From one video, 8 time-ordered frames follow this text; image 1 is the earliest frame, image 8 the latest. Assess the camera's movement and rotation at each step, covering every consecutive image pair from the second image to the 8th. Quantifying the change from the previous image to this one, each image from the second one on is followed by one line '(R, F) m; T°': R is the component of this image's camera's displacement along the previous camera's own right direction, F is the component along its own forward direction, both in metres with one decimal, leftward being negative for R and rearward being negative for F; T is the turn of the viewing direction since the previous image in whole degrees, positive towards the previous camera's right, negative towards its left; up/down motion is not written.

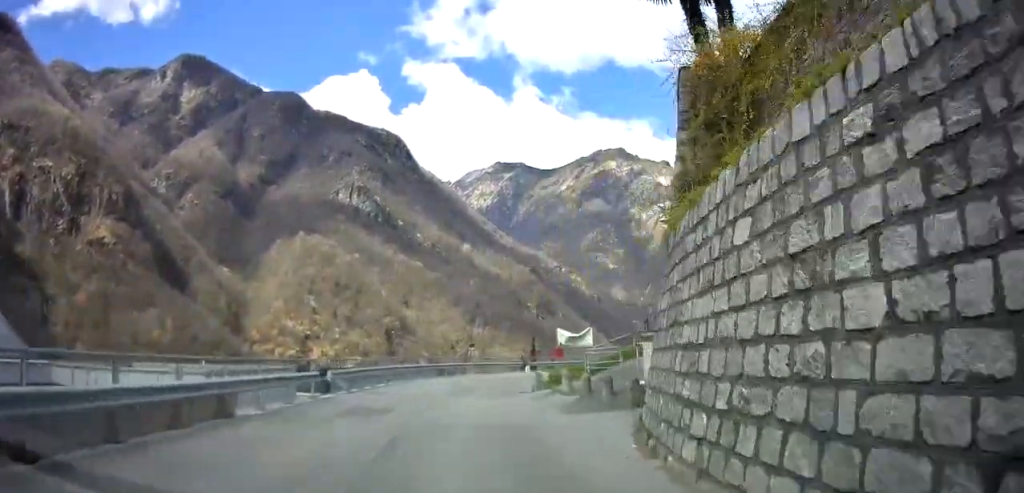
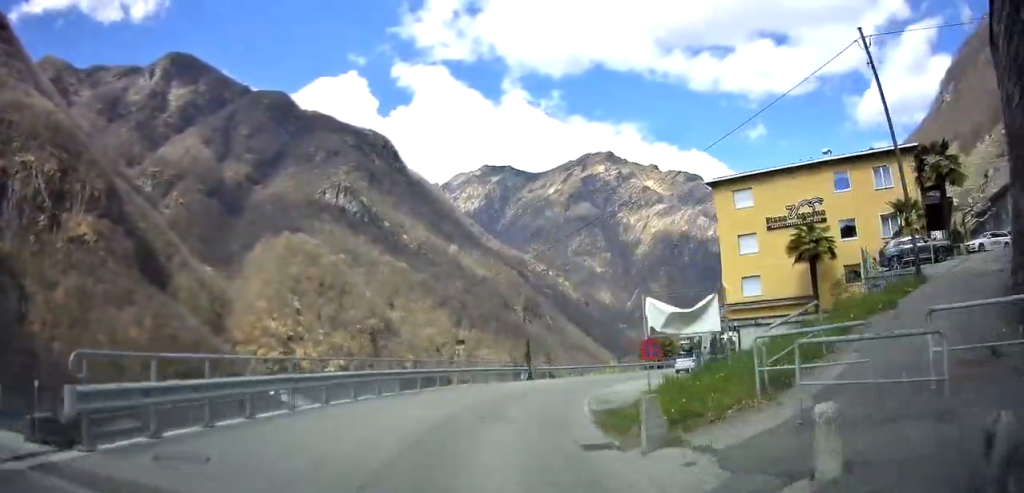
(-0.3, +12.5) m; -1°
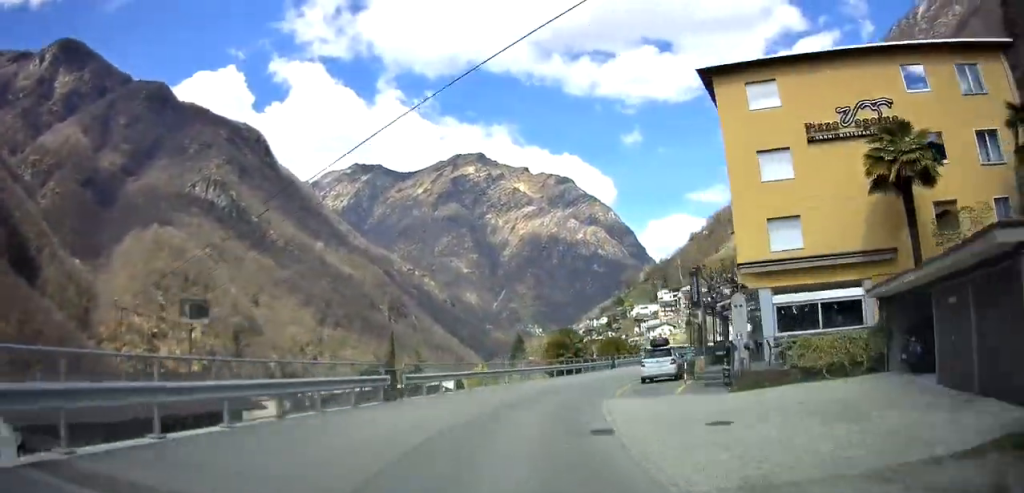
(+0.1, +18.9) m; +7°
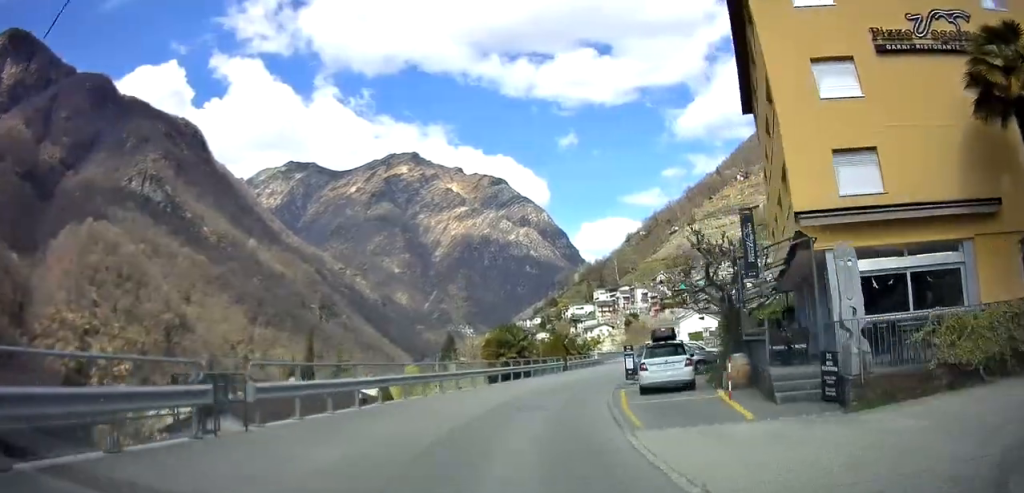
(+0.5, +8.5) m; +5°
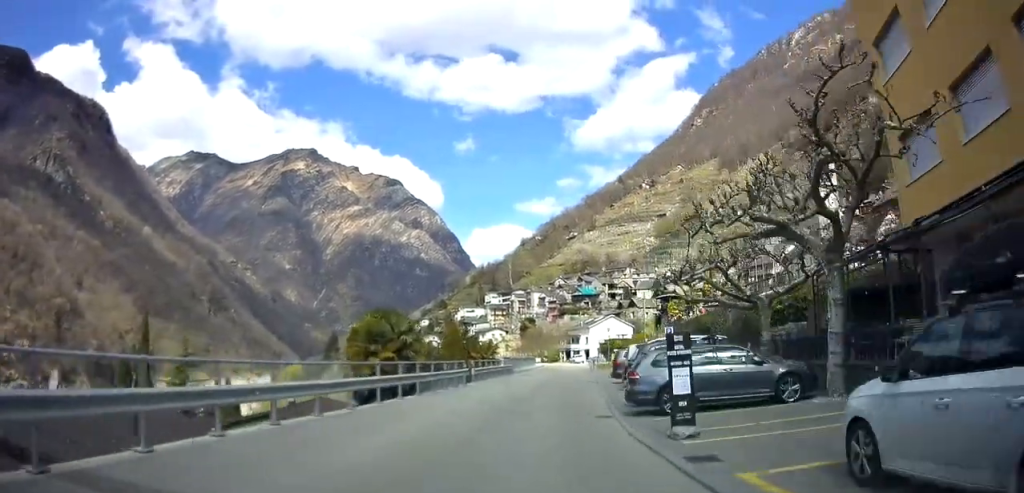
(+1.2, +15.3) m; +8°
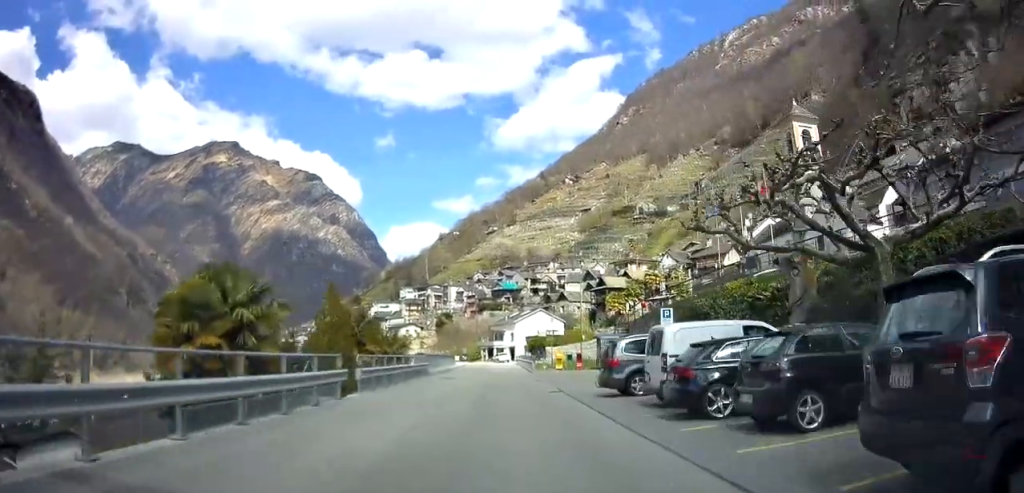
(+0.6, +12.3) m; +7°
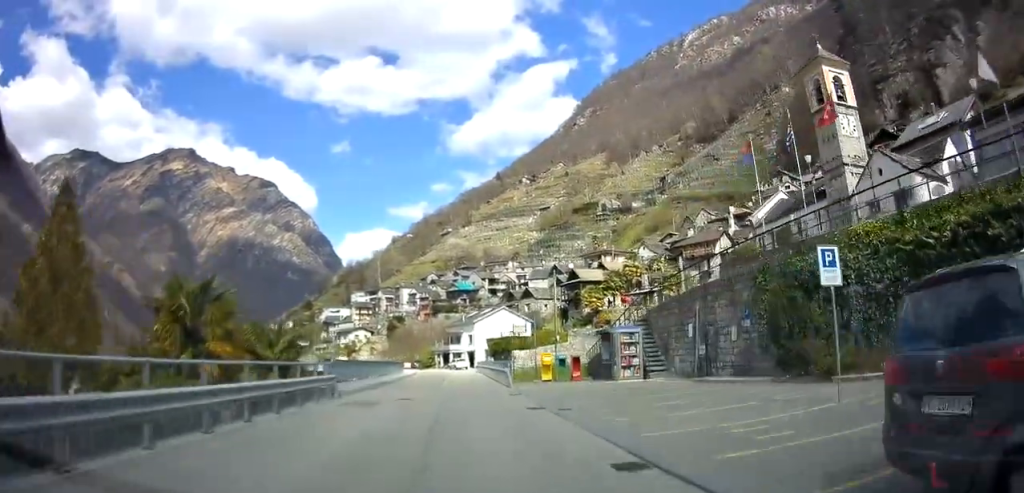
(+1.0, +13.6) m; +5°
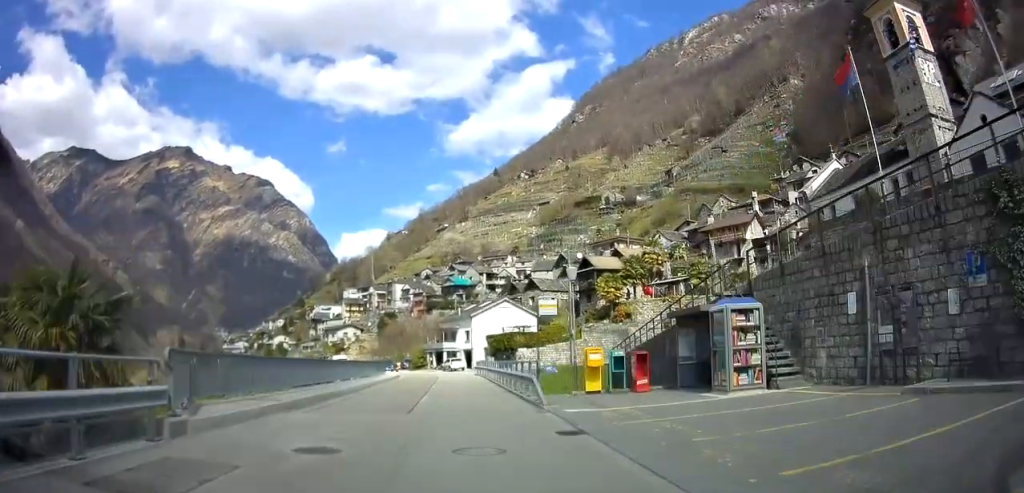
(+0.1, +11.1) m; +2°
